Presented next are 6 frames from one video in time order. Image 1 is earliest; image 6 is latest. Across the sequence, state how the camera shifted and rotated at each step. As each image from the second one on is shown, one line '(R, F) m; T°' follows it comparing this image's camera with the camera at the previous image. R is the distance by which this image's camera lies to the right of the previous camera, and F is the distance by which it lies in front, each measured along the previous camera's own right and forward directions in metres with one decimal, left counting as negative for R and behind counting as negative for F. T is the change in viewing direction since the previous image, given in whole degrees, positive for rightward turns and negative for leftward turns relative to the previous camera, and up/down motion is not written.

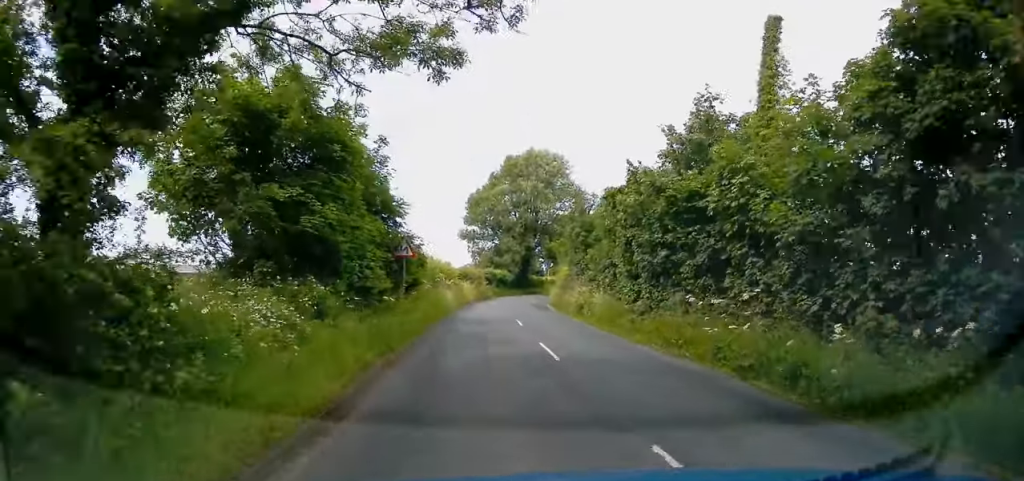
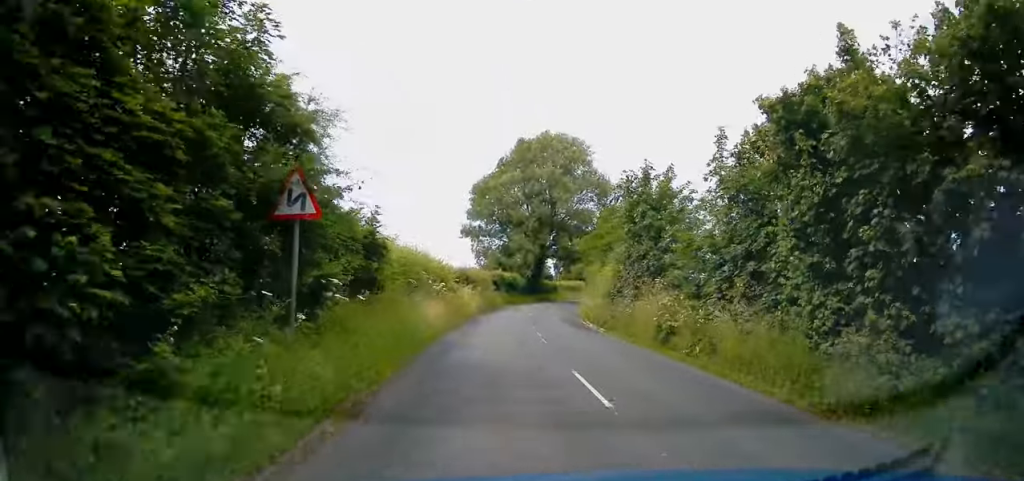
(+0.1, +12.3) m; 0°
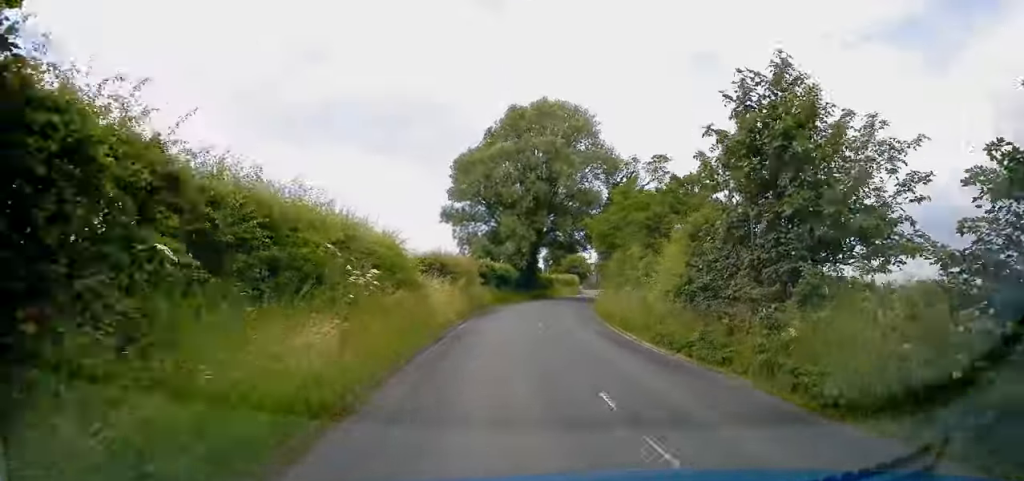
(-0.2, +11.6) m; +1°
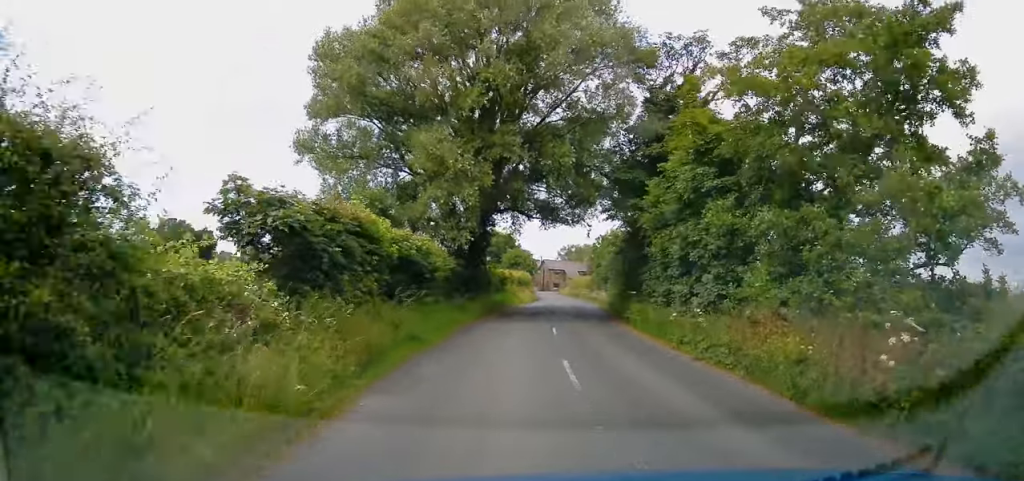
(+1.1, +29.7) m; +5°
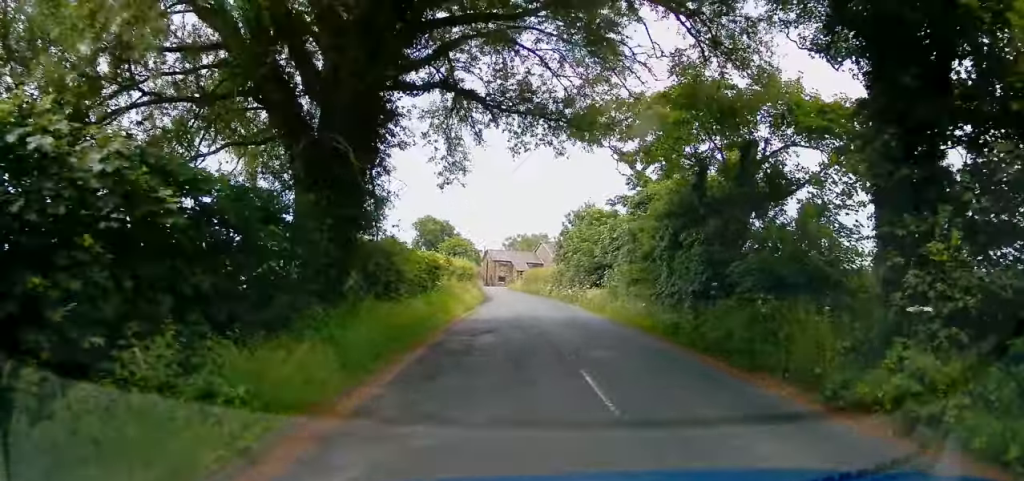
(+1.5, +19.7) m; +7°
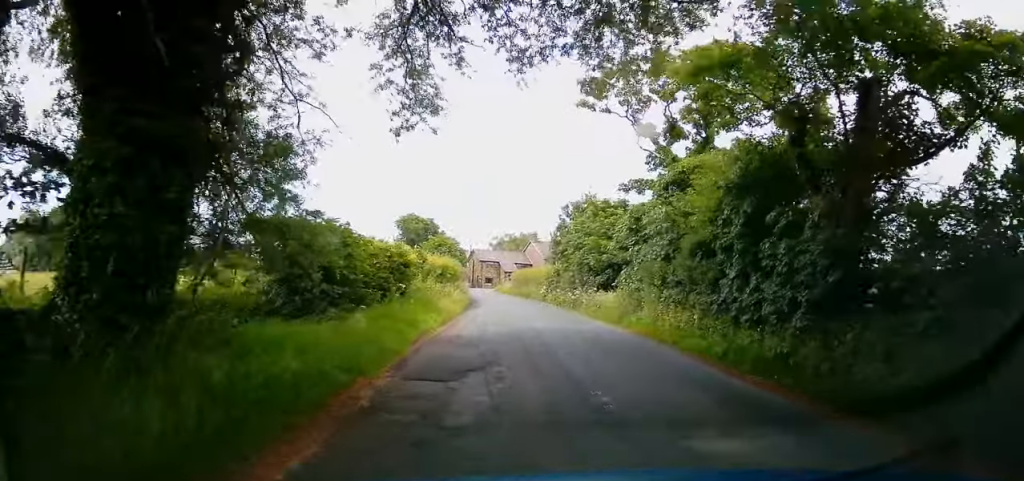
(+0.2, +7.0) m; +1°
